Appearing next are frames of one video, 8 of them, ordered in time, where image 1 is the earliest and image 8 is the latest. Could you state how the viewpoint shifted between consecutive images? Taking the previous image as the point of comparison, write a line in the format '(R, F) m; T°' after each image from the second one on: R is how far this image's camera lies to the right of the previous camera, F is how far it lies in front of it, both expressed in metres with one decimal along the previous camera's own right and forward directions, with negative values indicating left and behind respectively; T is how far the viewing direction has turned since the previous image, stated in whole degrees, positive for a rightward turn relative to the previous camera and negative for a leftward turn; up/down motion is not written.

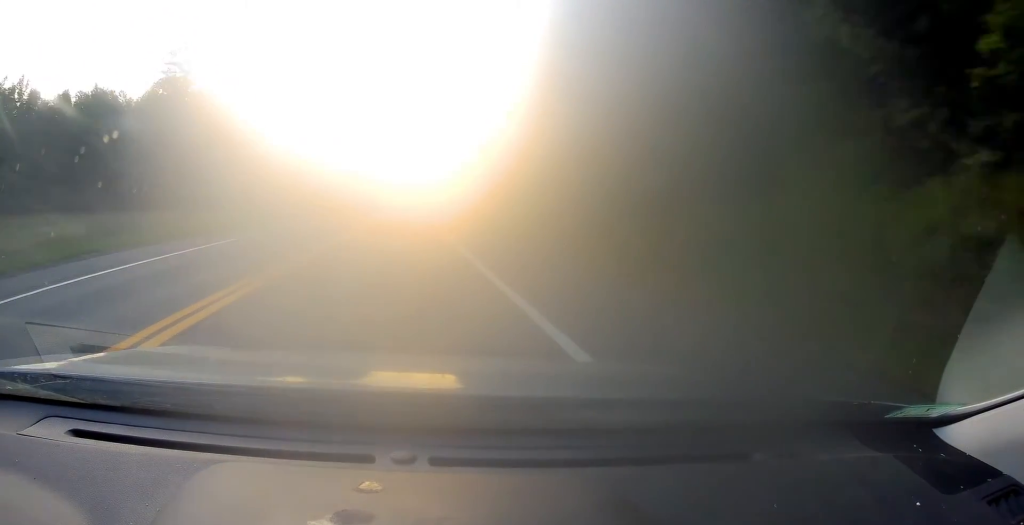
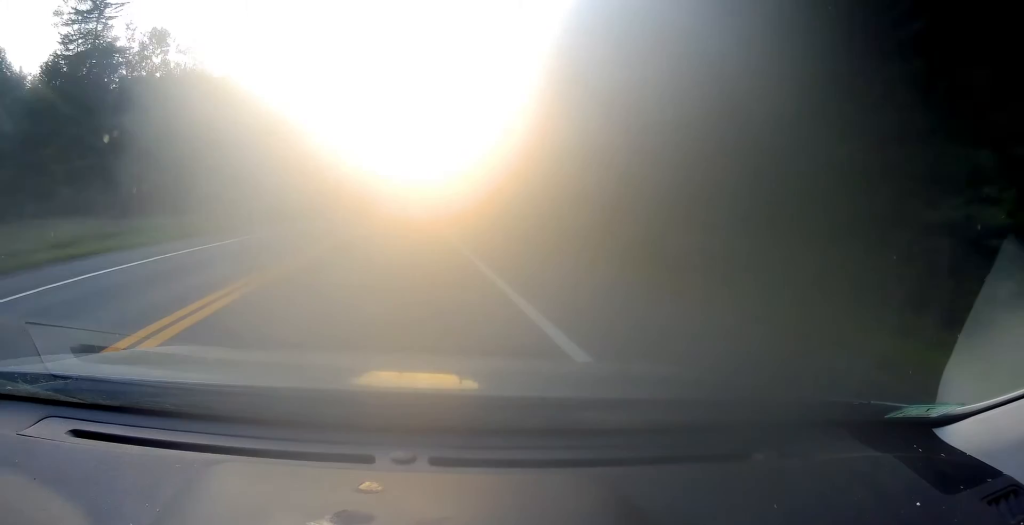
(-0.6, +27.7) m; -2°
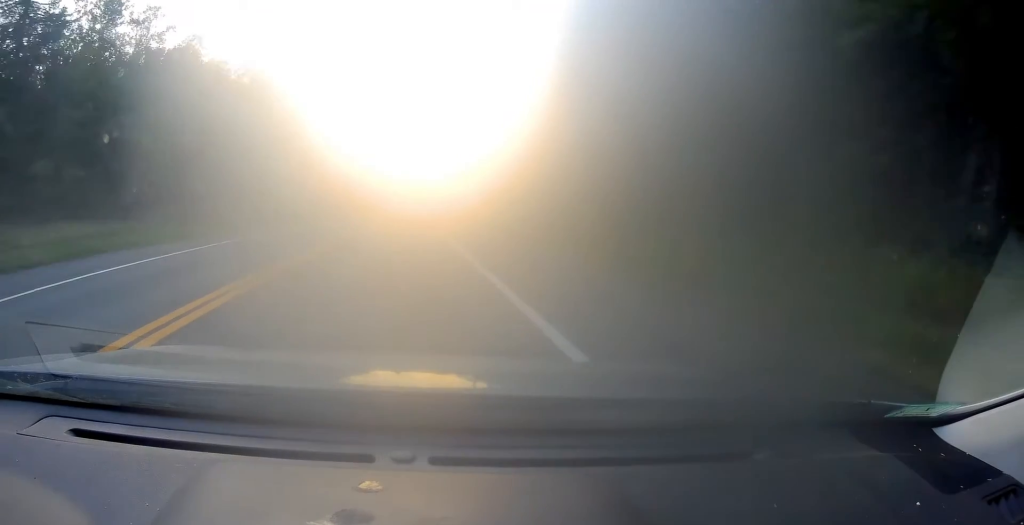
(0.0, +12.9) m; 0°
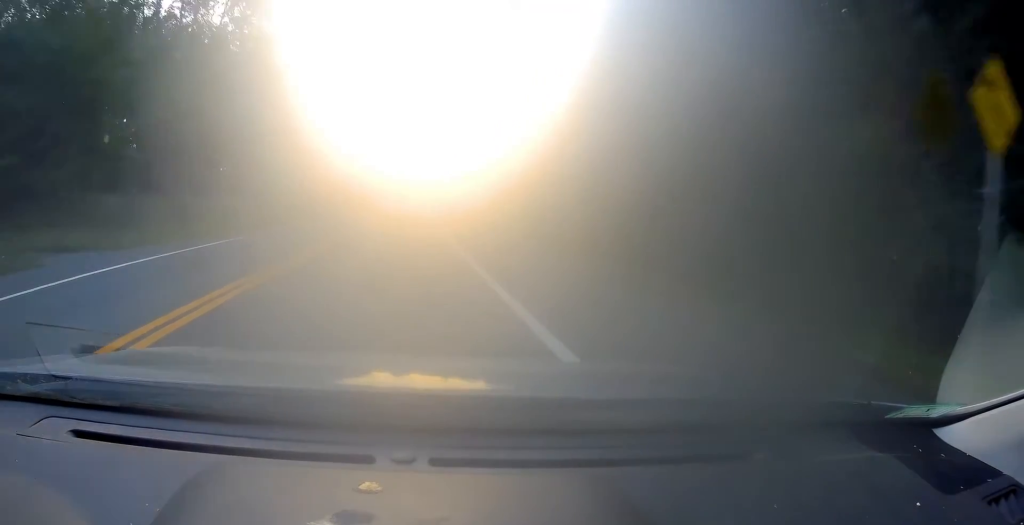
(0.0, +24.0) m; 0°
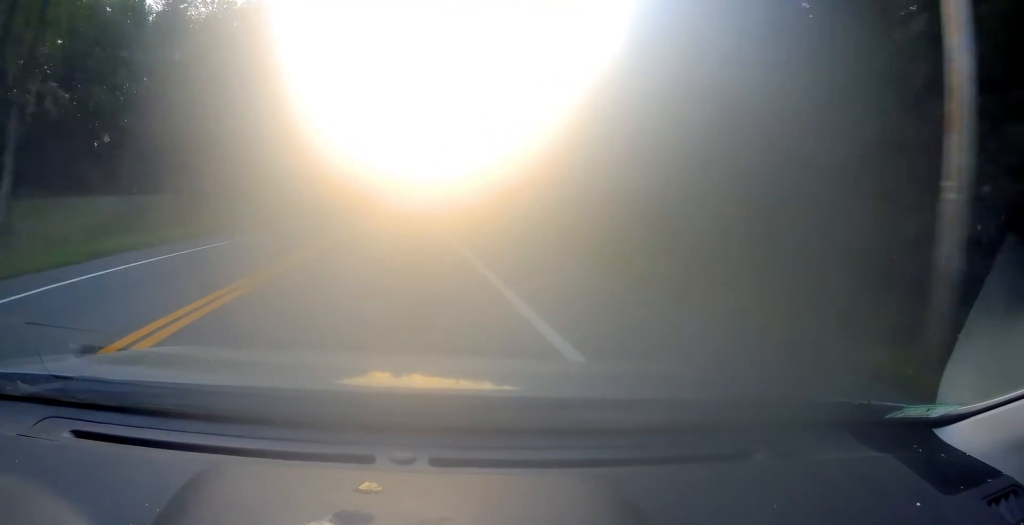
(-0.3, +15.7) m; +1°
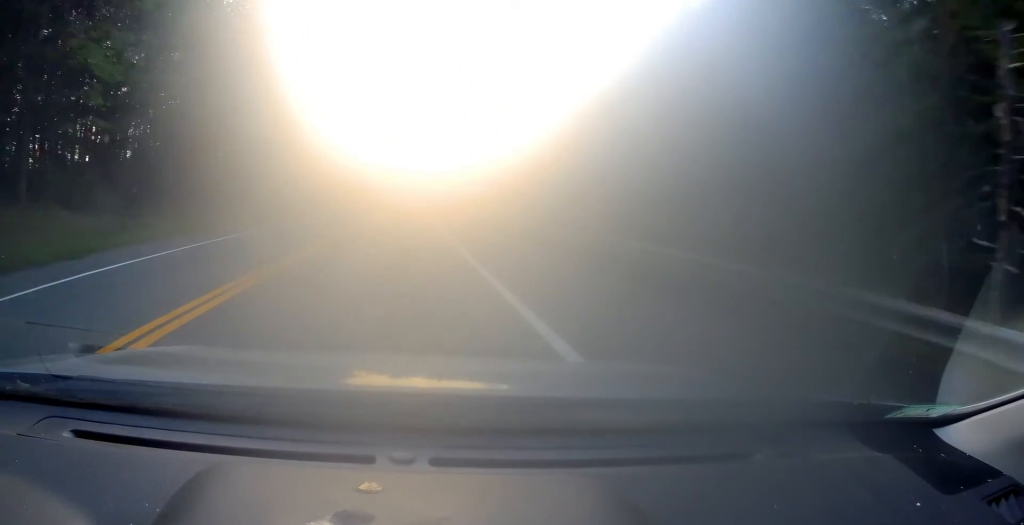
(+0.7, +31.4) m; +2°
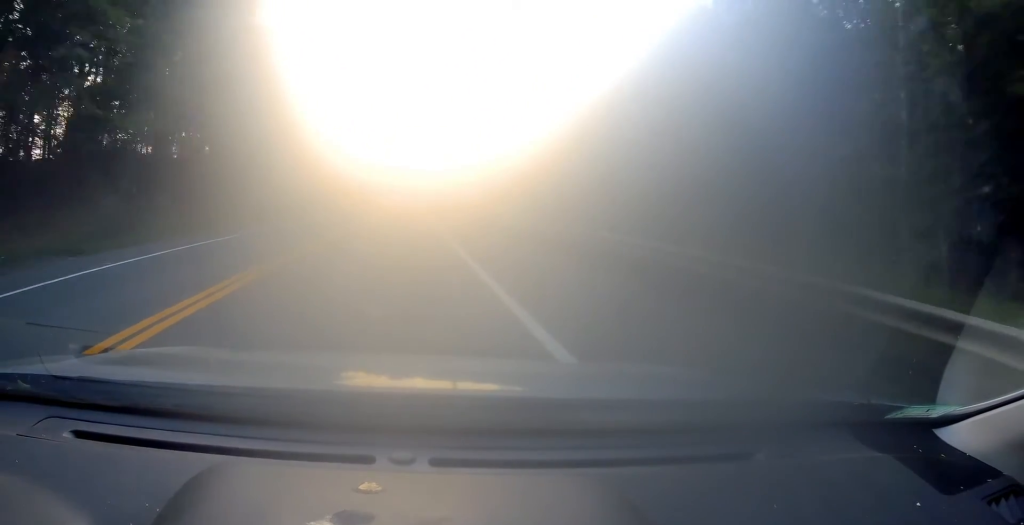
(+0.2, +20.2) m; 0°
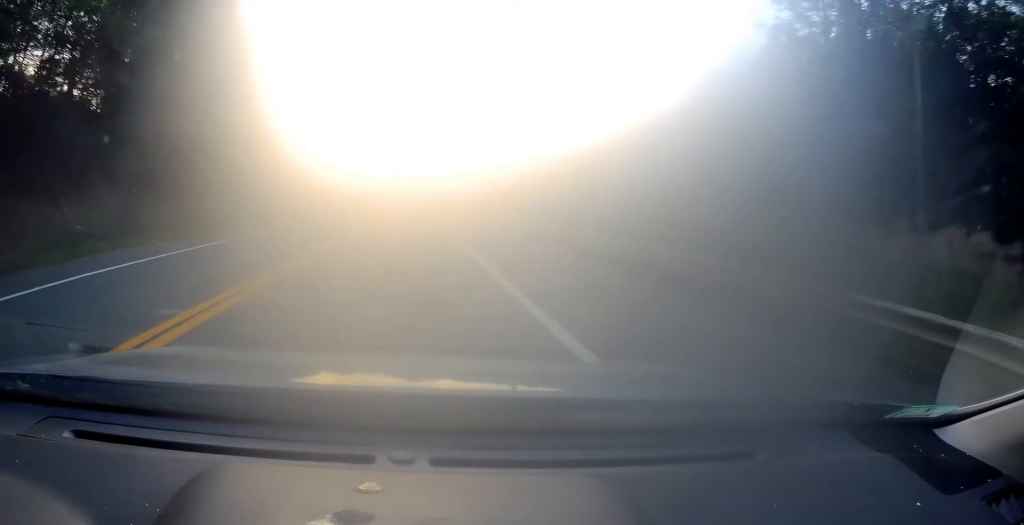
(-2.6, +65.2) m; -5°
